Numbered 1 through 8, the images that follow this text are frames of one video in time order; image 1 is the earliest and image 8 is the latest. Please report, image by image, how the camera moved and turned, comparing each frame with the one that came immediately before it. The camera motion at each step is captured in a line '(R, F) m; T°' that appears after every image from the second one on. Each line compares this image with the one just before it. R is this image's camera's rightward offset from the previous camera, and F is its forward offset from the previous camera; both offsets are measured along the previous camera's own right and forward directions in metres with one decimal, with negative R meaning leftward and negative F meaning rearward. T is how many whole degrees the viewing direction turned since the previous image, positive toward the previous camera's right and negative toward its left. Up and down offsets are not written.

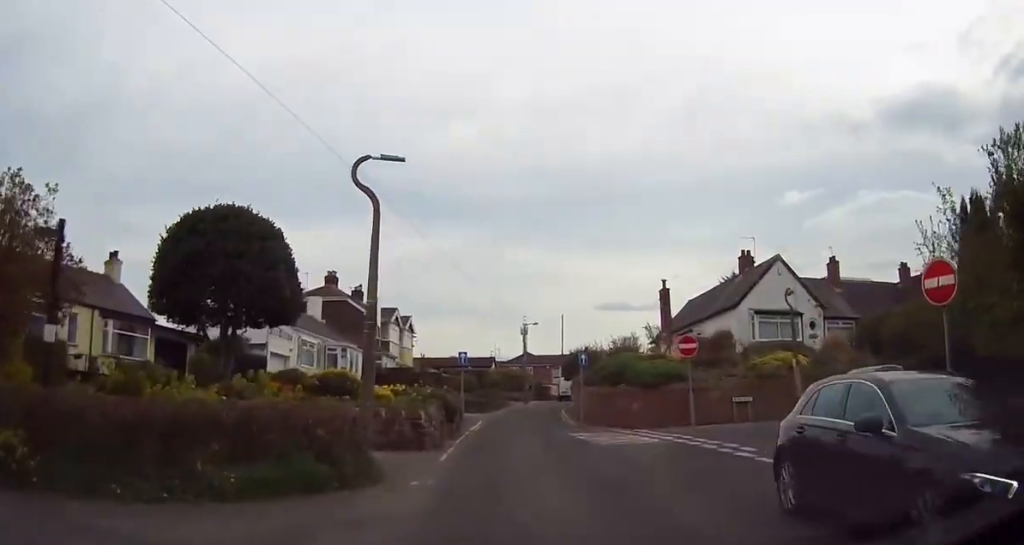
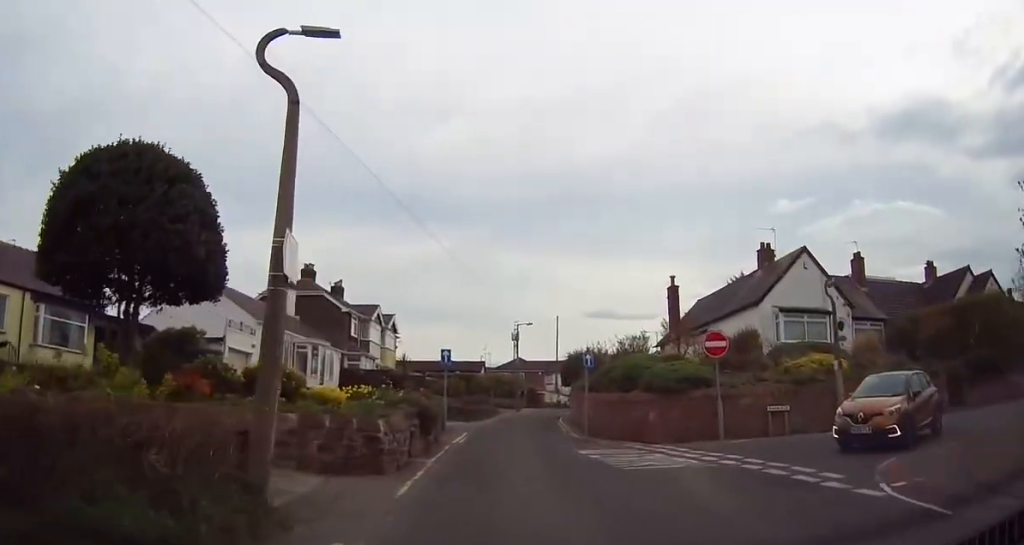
(-0.1, +4.4) m; 0°
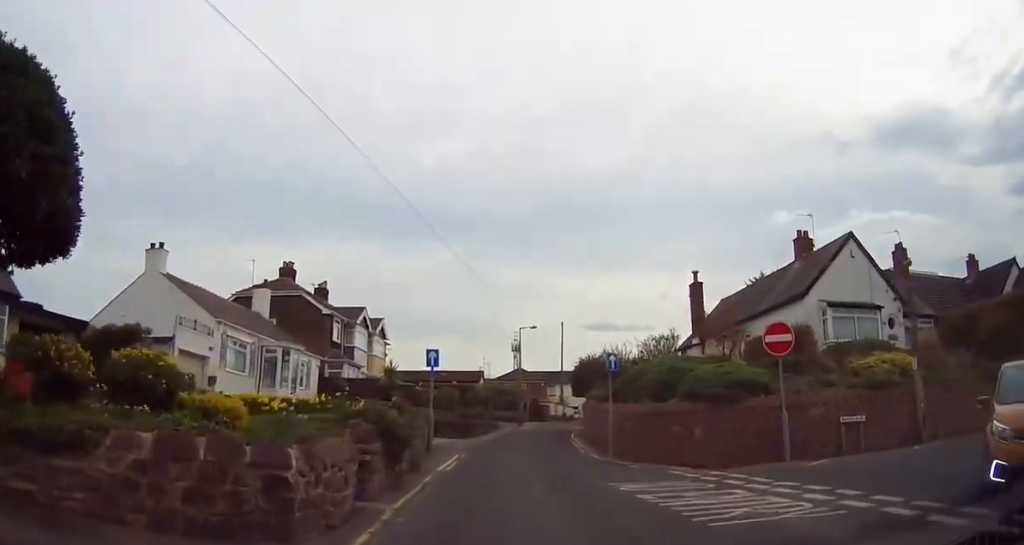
(0.0, +5.2) m; +2°
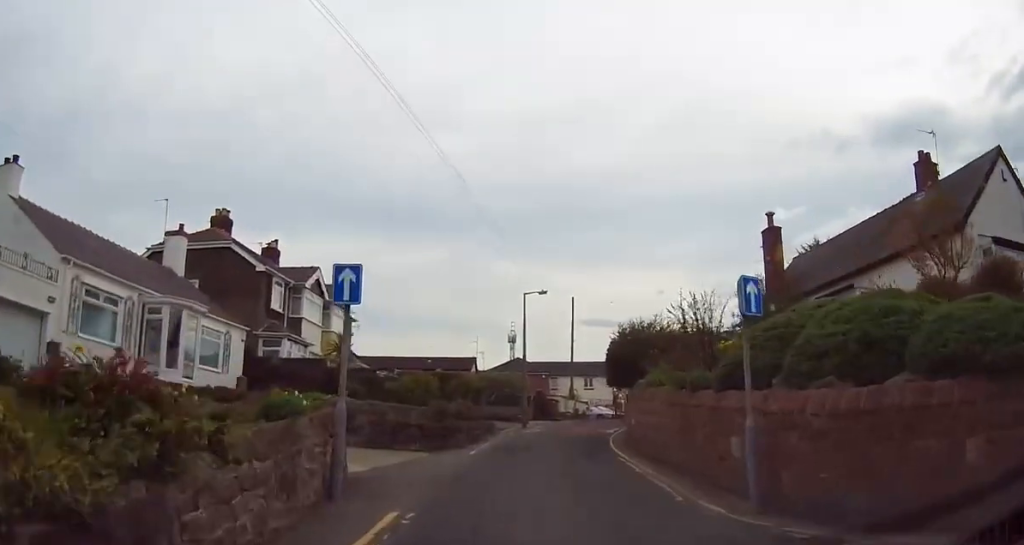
(+0.1, +11.3) m; 0°
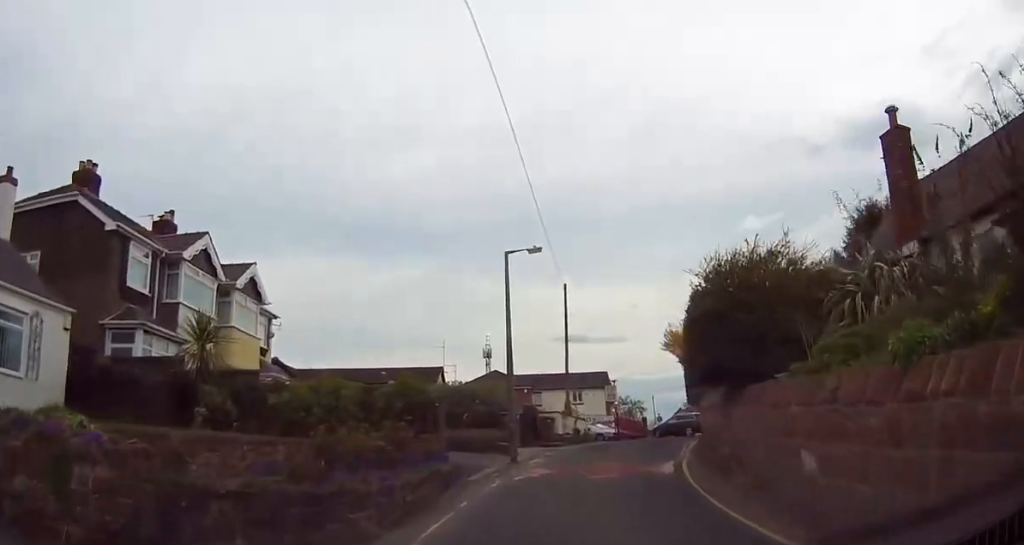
(+0.6, +11.1) m; +10°
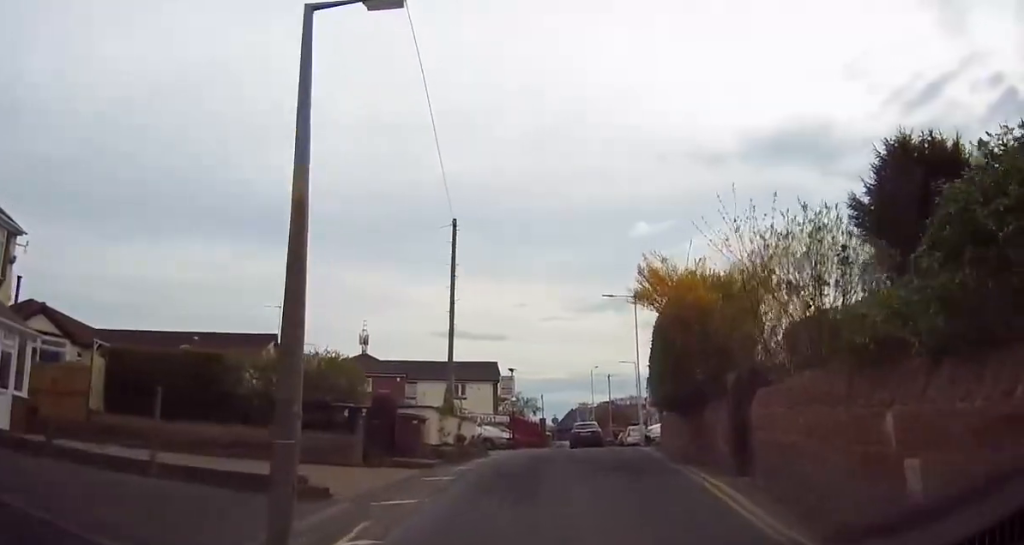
(+2.1, +12.1) m; +6°
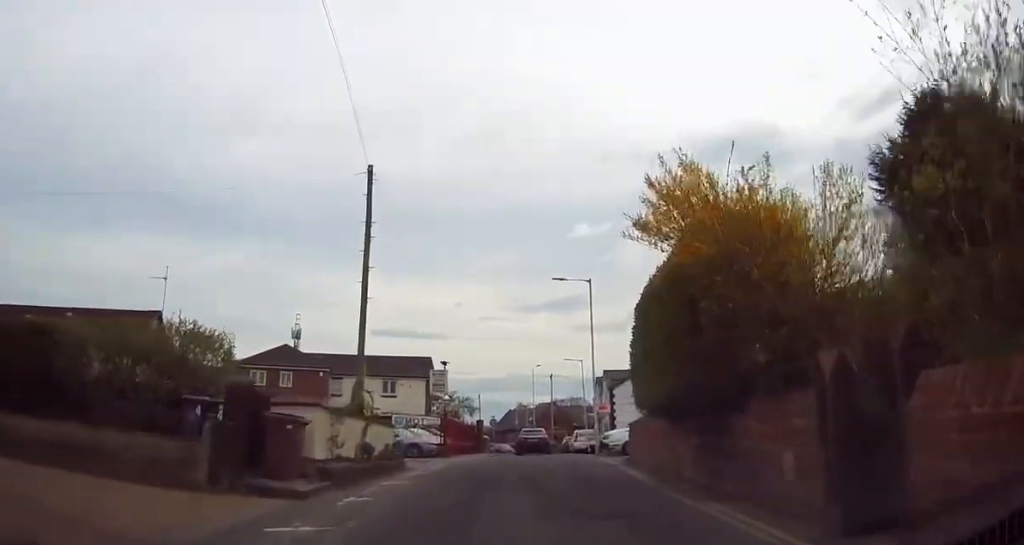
(-1.0, +4.3) m; -5°
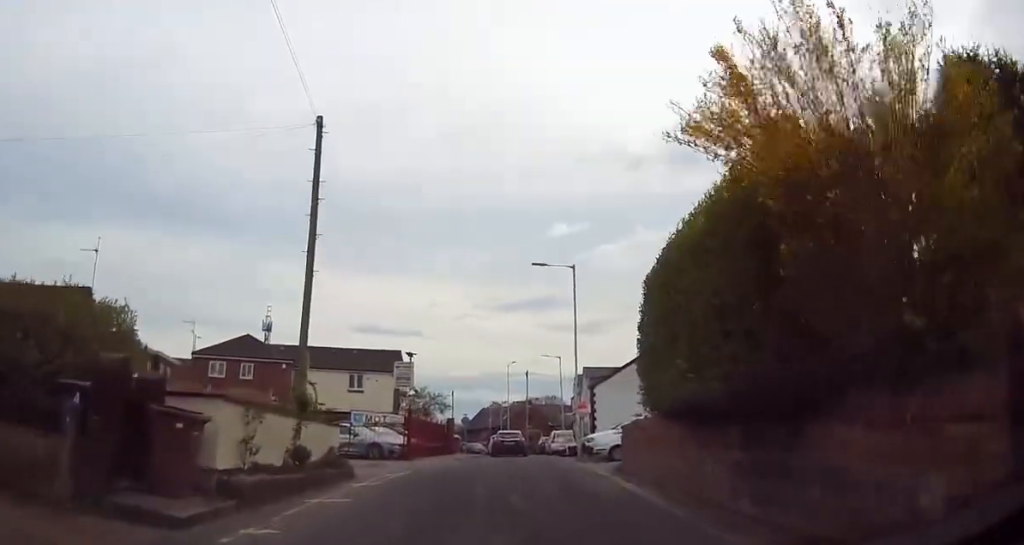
(-0.1, +2.6) m; 0°
